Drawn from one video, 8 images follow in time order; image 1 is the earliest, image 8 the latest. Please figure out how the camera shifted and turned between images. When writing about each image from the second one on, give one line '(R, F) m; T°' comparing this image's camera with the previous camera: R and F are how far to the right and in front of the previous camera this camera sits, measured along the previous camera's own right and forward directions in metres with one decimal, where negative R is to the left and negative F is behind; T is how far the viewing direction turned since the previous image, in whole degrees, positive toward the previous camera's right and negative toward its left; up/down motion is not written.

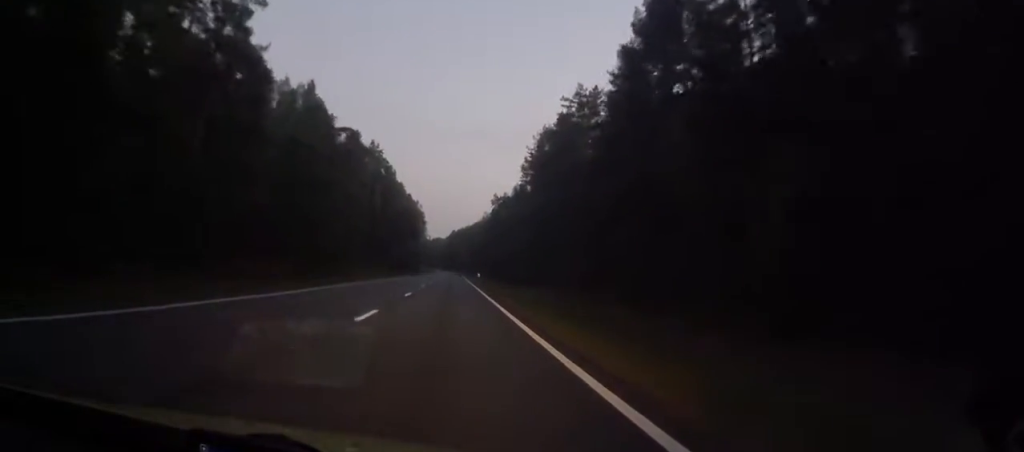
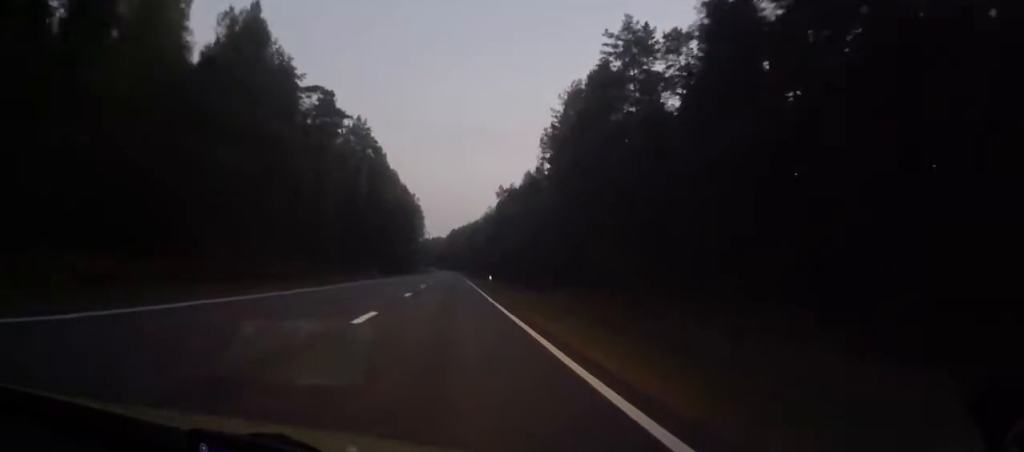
(-0.4, +25.1) m; 0°
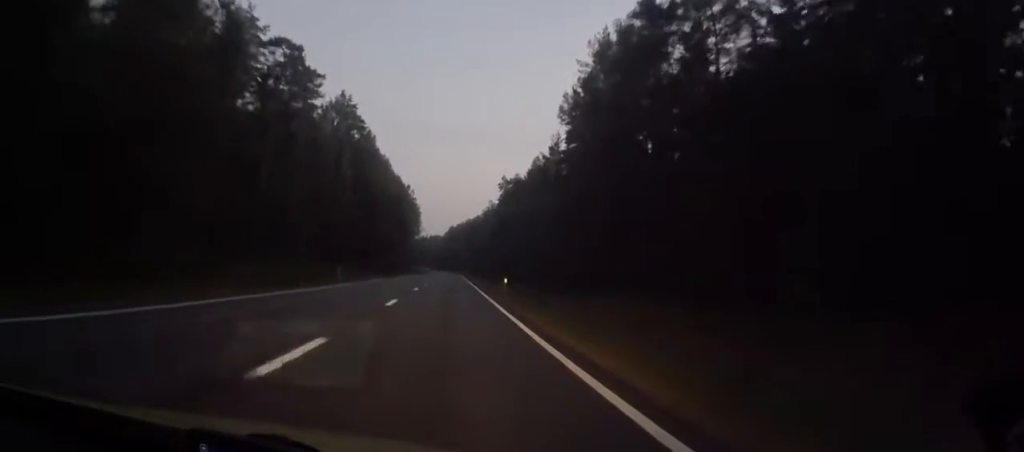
(+0.2, +18.3) m; 0°
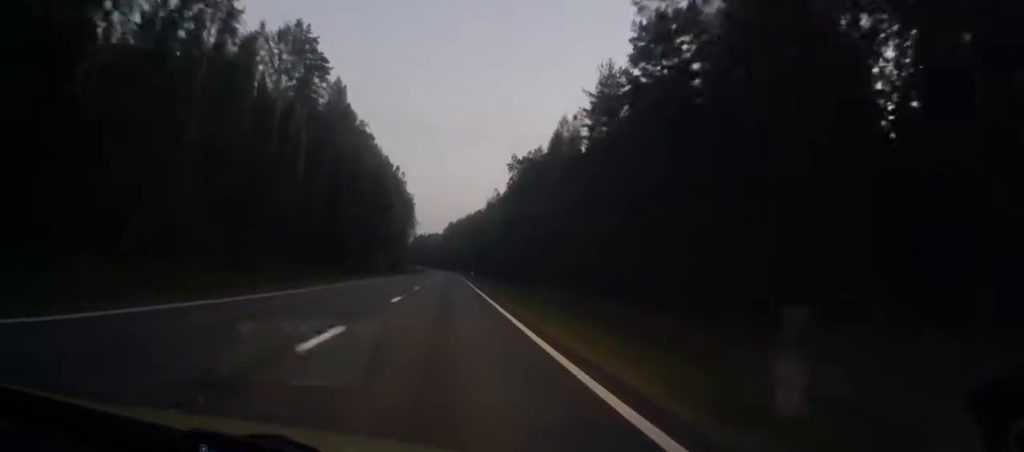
(+0.1, +34.5) m; 0°
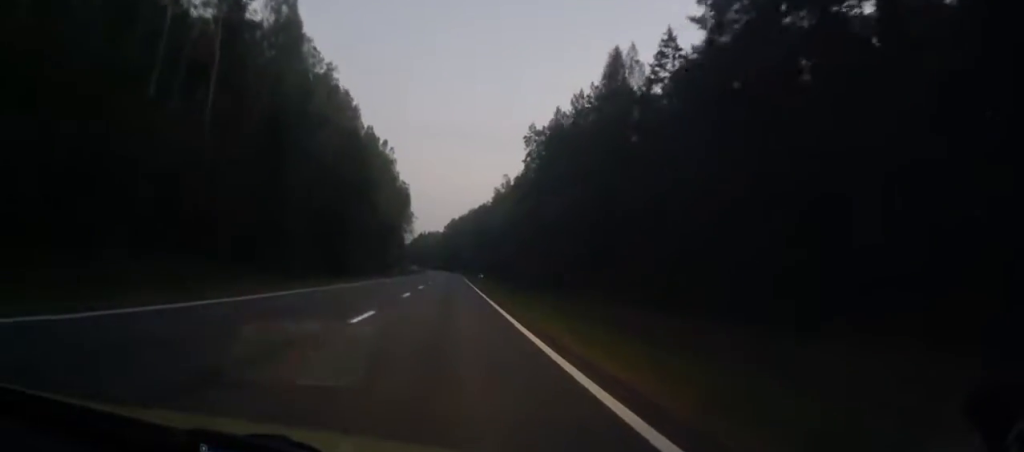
(-0.3, +32.2) m; 0°
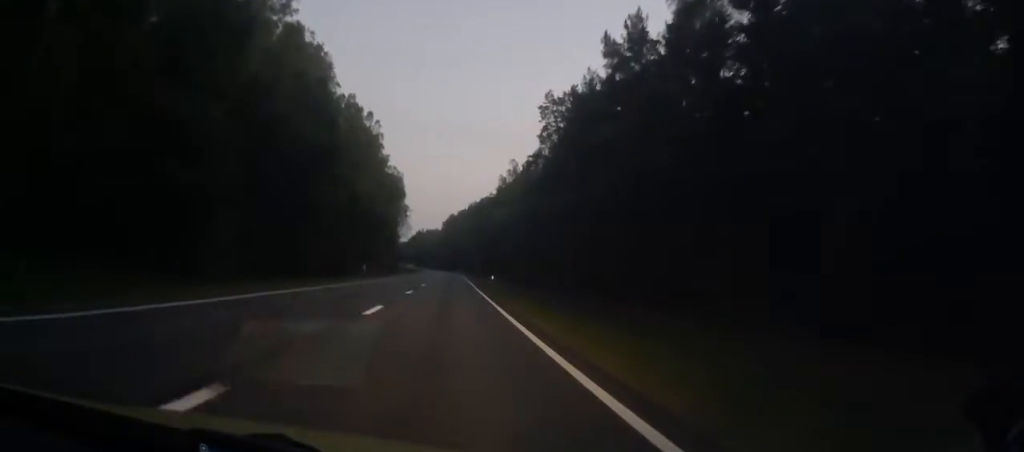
(+0.3, +22.4) m; 0°
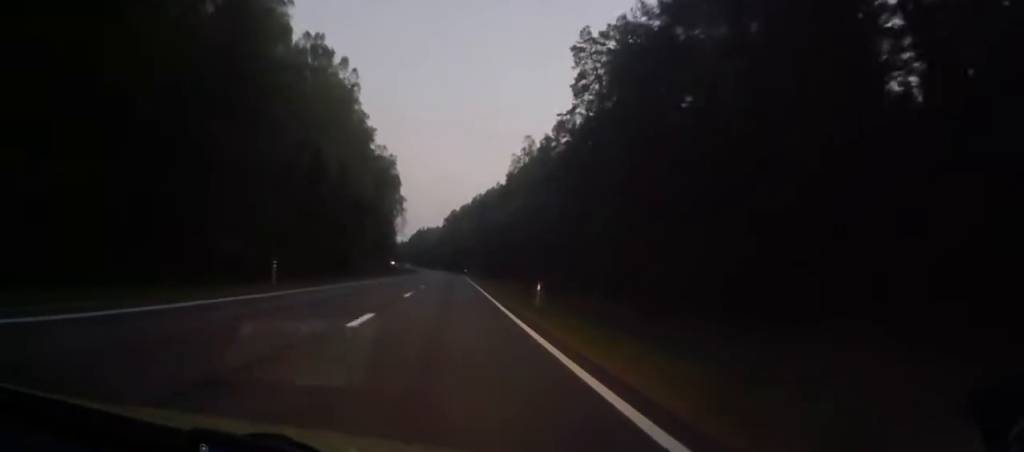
(-0.2, +26.9) m; -1°
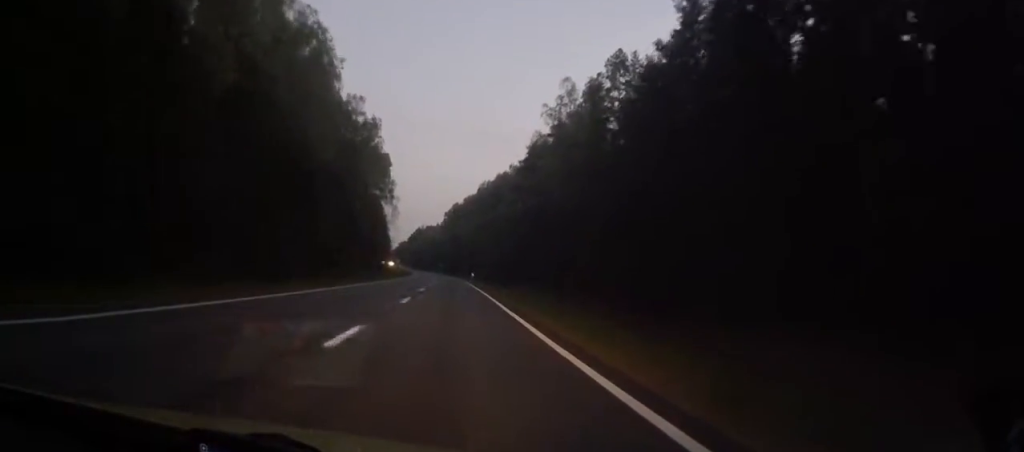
(+0.1, +38.9) m; +1°
